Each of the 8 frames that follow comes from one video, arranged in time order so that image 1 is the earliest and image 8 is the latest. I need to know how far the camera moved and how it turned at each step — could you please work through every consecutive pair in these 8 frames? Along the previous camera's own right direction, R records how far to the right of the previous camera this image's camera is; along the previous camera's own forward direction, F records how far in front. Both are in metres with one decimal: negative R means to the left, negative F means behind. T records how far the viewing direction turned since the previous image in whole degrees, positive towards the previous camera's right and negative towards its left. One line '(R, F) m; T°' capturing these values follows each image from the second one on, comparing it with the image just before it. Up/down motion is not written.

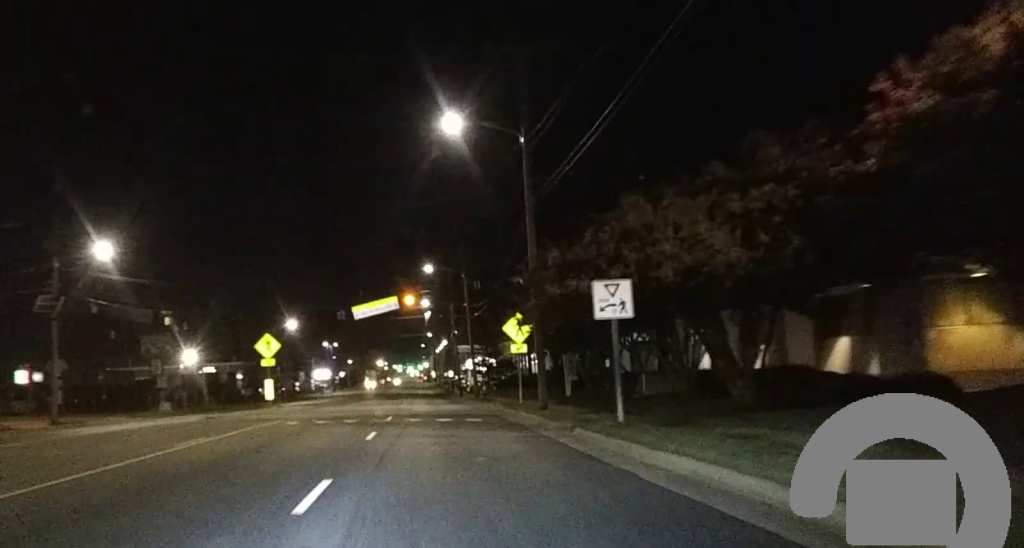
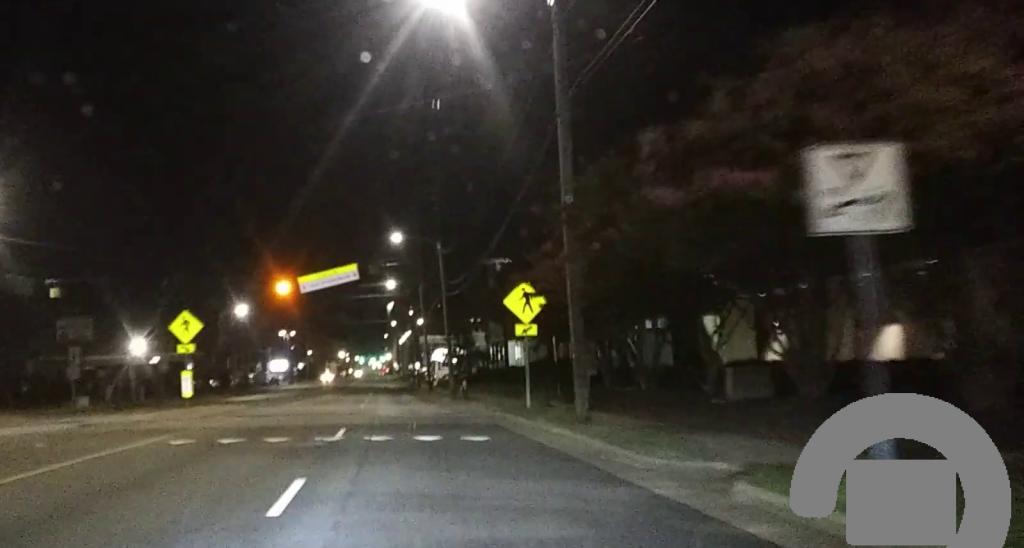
(+0.2, +12.1) m; +1°
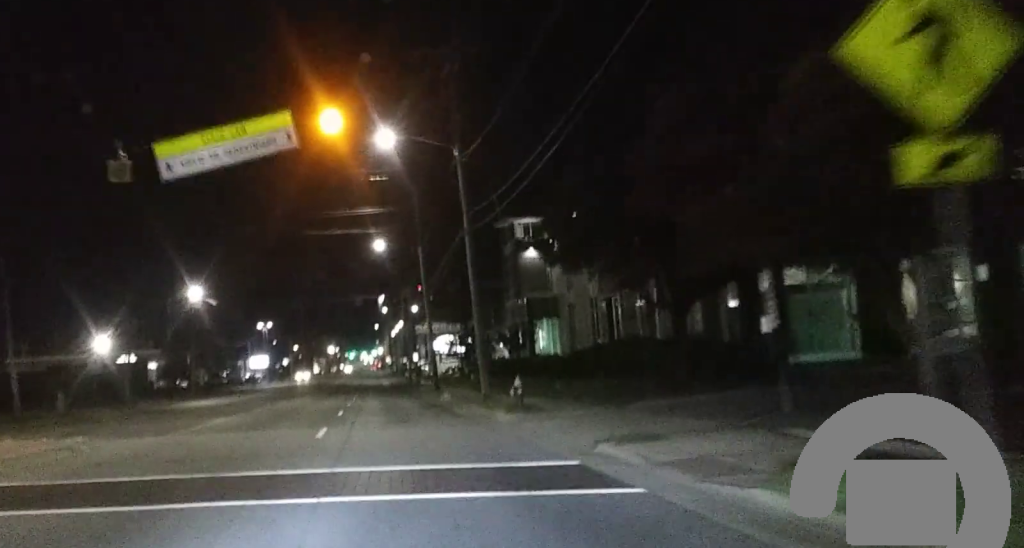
(+0.2, +24.5) m; +1°
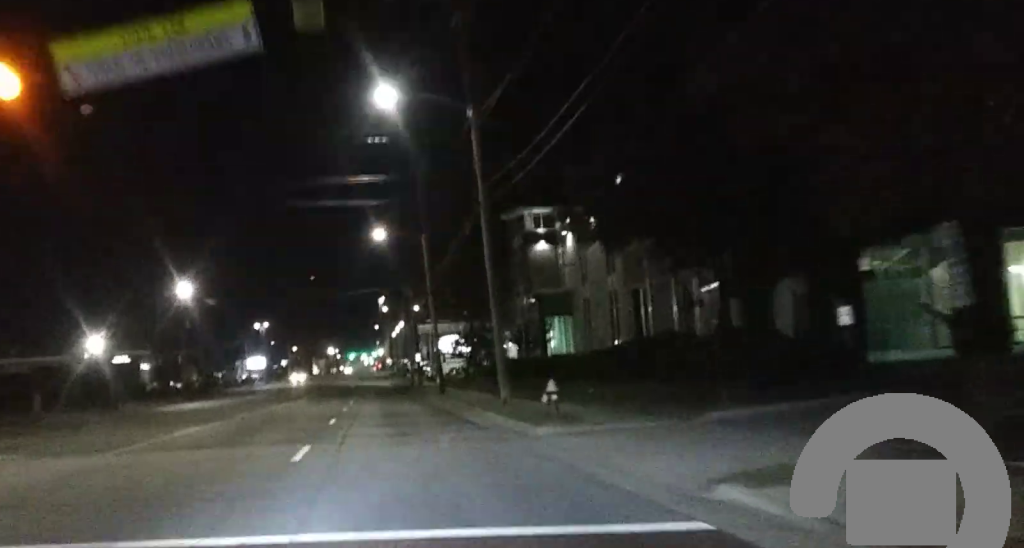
(0.0, +5.6) m; 0°
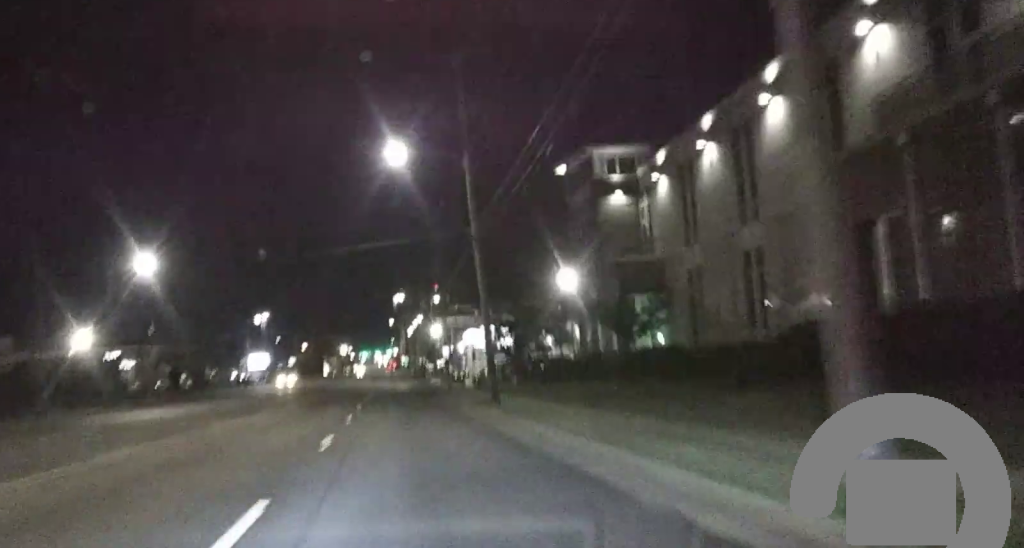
(0.0, +20.7) m; 0°
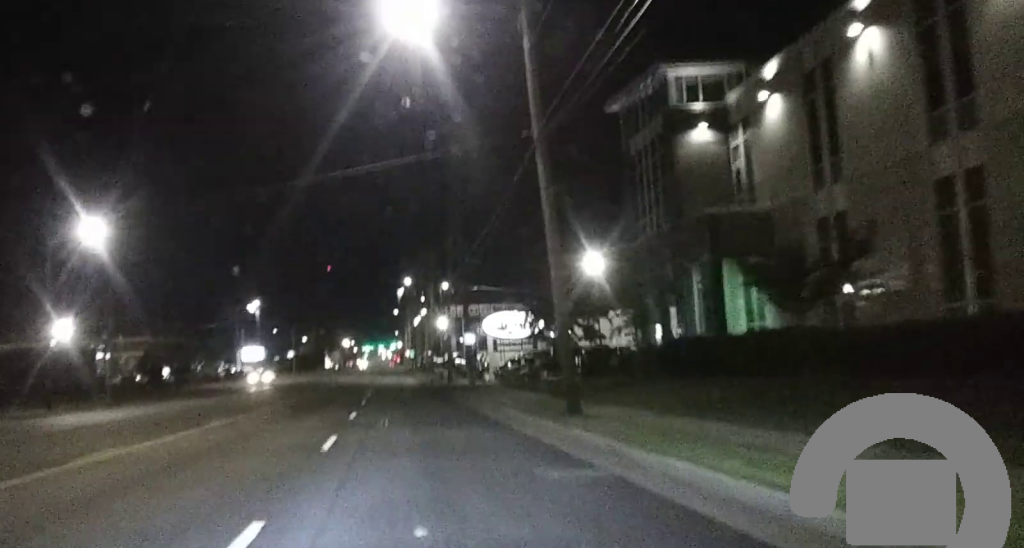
(0.0, +13.6) m; 0°
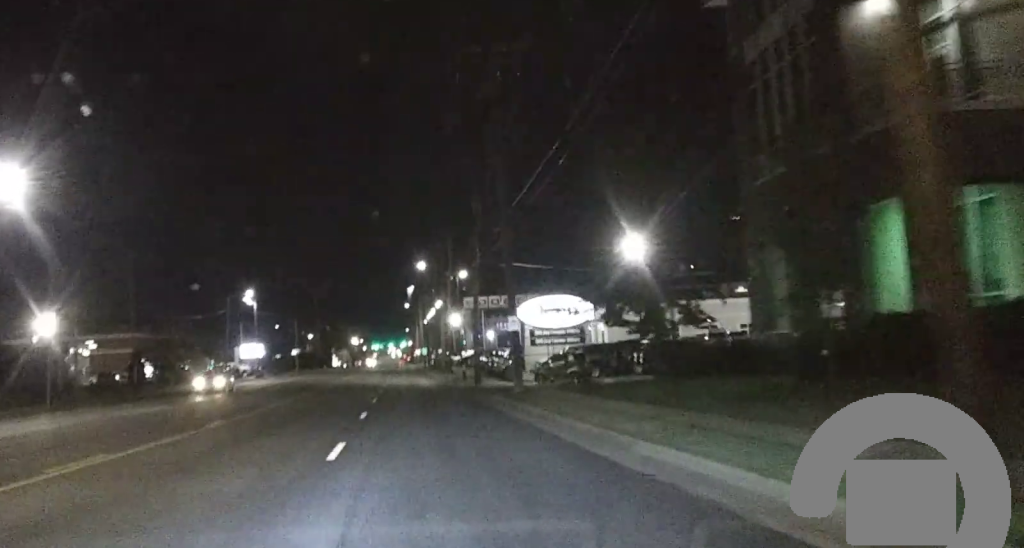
(0.0, +14.3) m; +1°
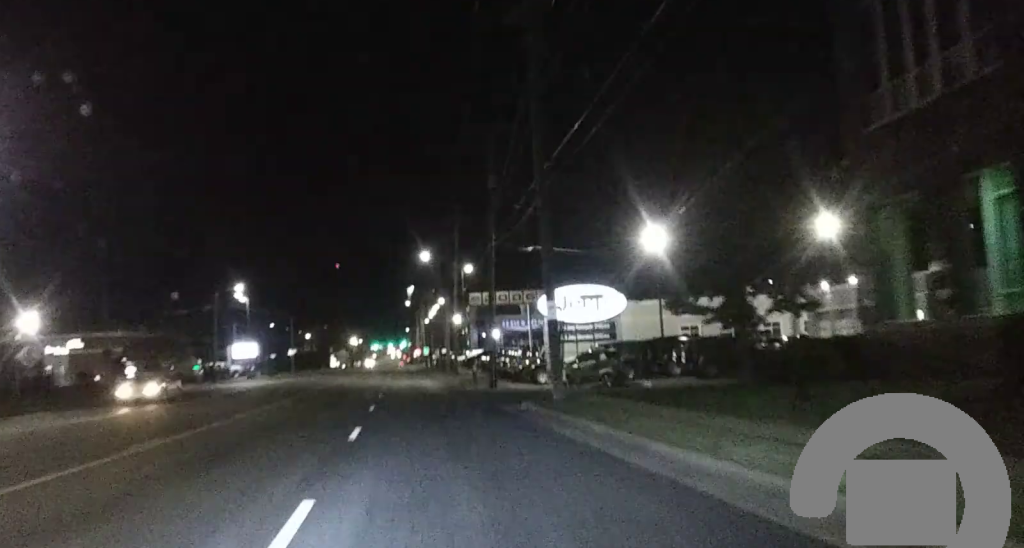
(+0.1, +8.0) m; +1°
